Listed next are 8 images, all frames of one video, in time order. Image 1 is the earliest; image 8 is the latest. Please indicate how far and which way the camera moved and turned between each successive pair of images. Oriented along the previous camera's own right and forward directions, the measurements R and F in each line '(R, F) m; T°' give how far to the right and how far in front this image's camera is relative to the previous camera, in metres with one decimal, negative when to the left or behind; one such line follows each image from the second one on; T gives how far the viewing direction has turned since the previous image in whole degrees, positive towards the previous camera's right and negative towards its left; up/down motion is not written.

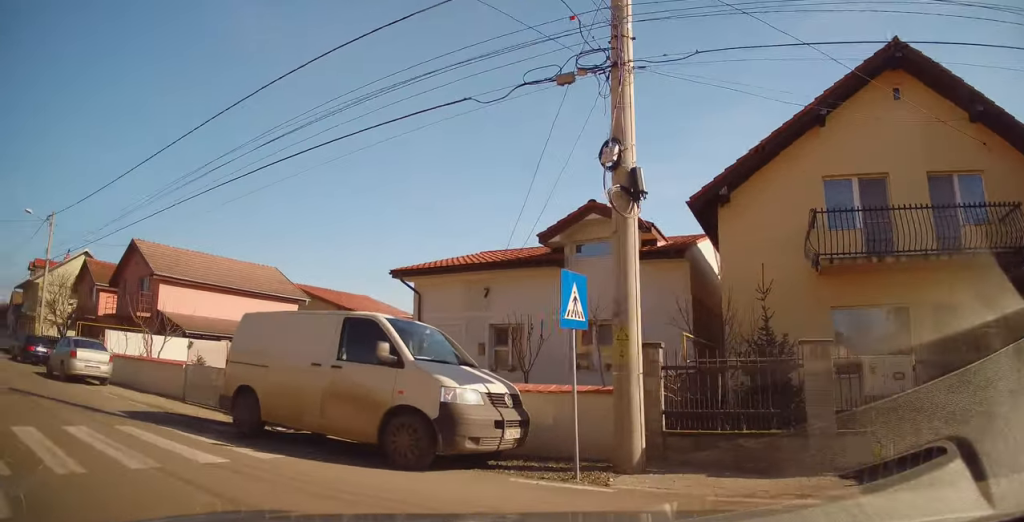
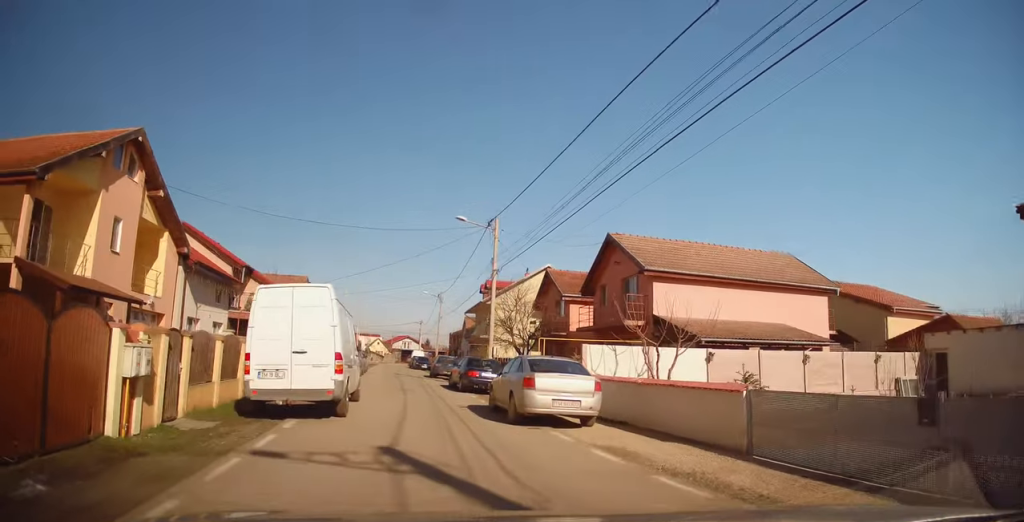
(-3.5, +6.9) m; -42°
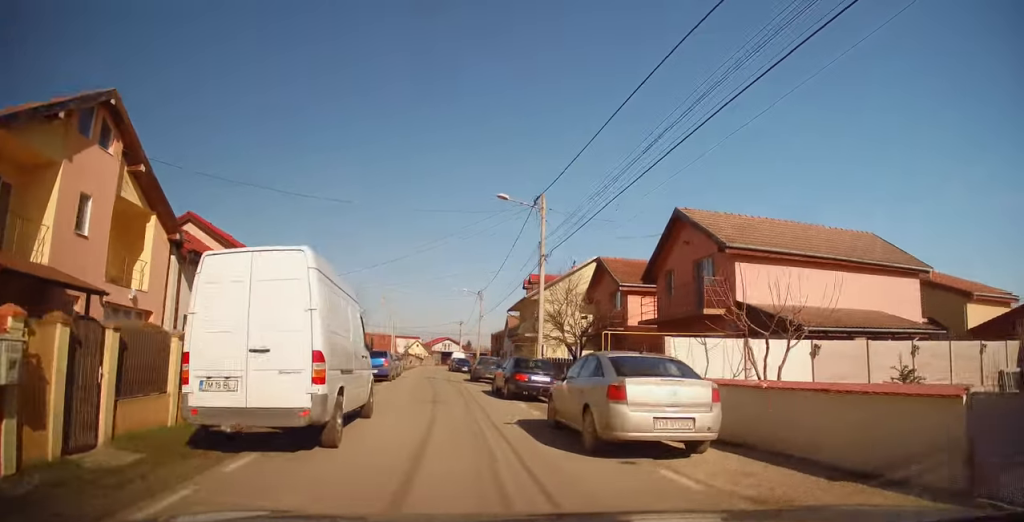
(-0.2, +3.1) m; -5°
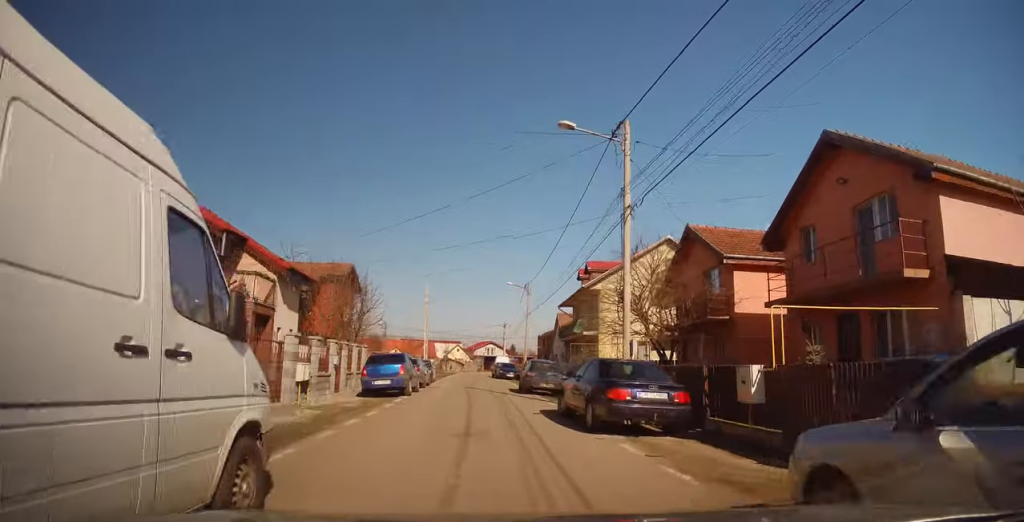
(-0.1, +6.3) m; -5°
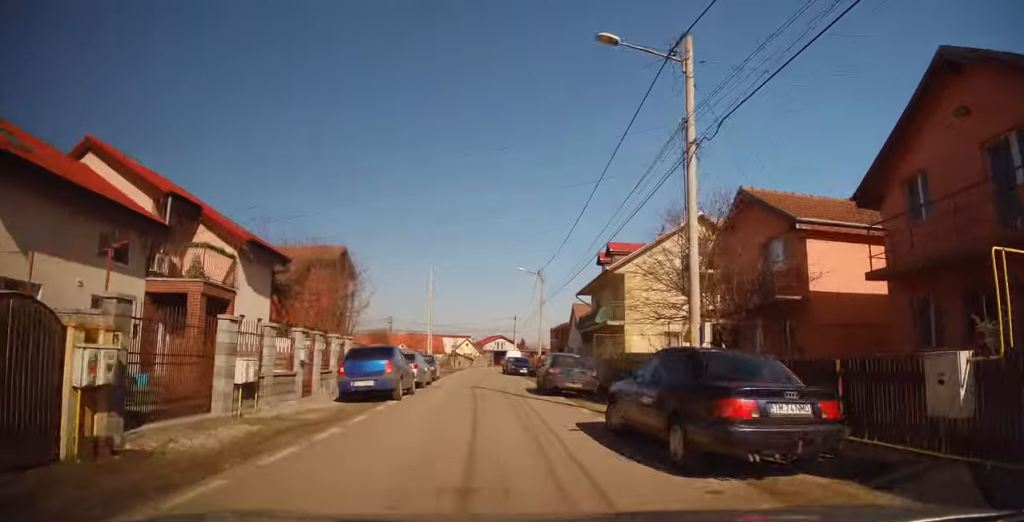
(-0.2, +3.7) m; -1°
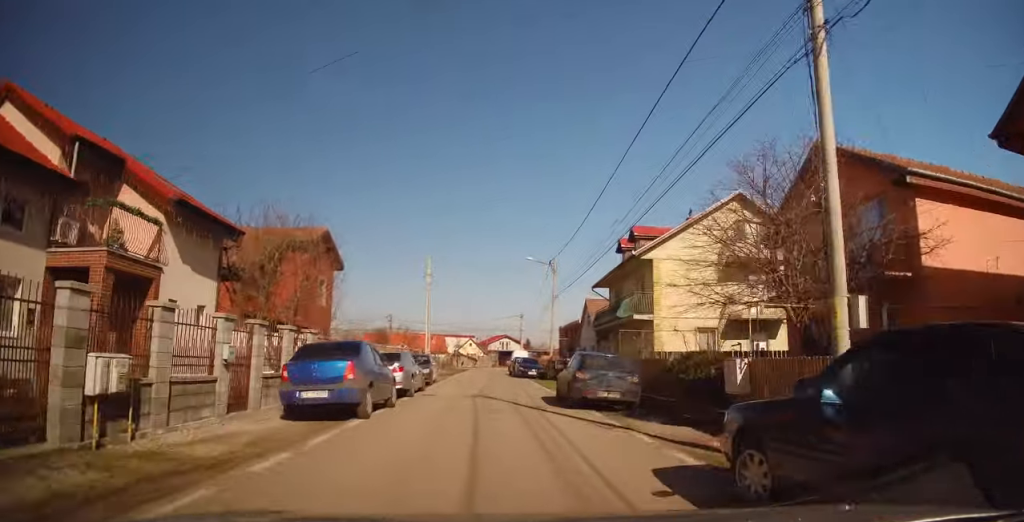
(-0.2, +4.0) m; -1°
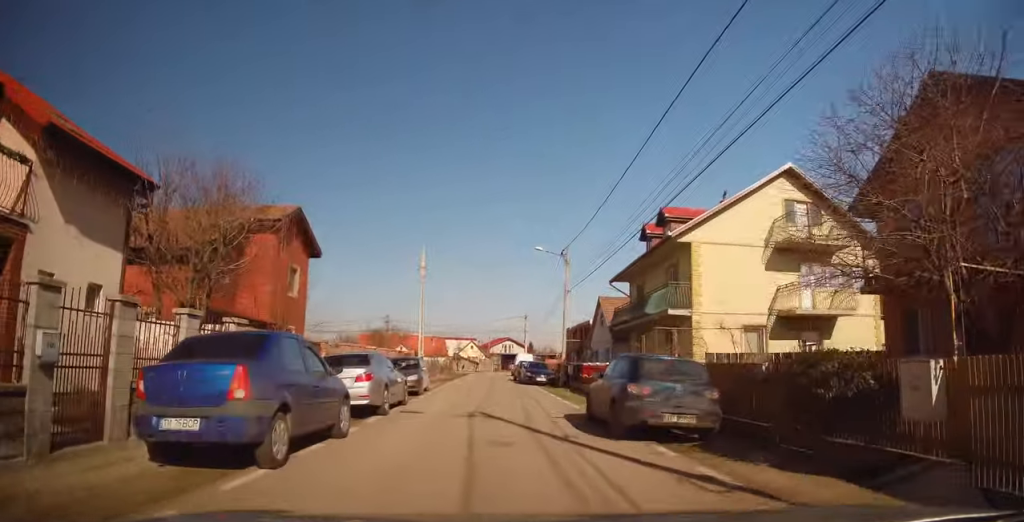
(+0.1, +4.5) m; 0°
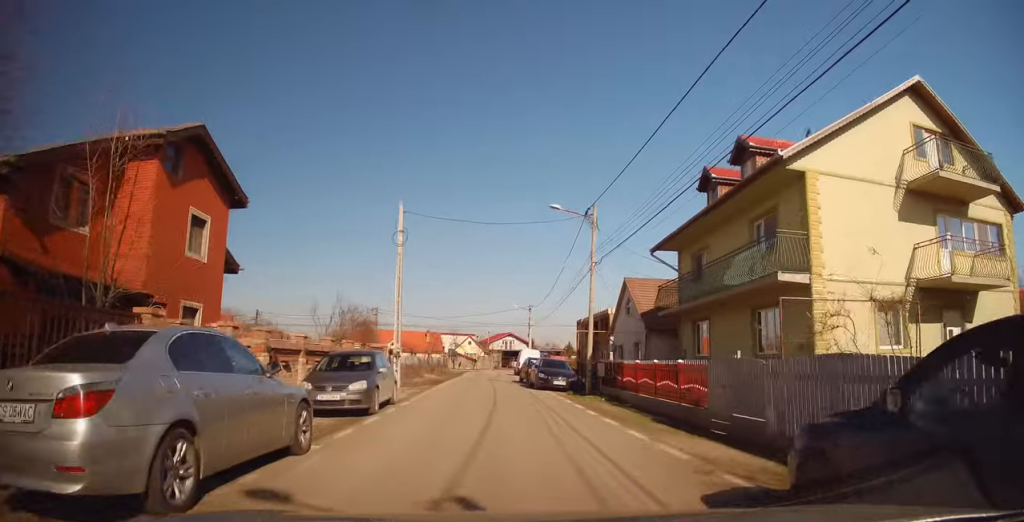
(0.0, +8.2) m; -1°
